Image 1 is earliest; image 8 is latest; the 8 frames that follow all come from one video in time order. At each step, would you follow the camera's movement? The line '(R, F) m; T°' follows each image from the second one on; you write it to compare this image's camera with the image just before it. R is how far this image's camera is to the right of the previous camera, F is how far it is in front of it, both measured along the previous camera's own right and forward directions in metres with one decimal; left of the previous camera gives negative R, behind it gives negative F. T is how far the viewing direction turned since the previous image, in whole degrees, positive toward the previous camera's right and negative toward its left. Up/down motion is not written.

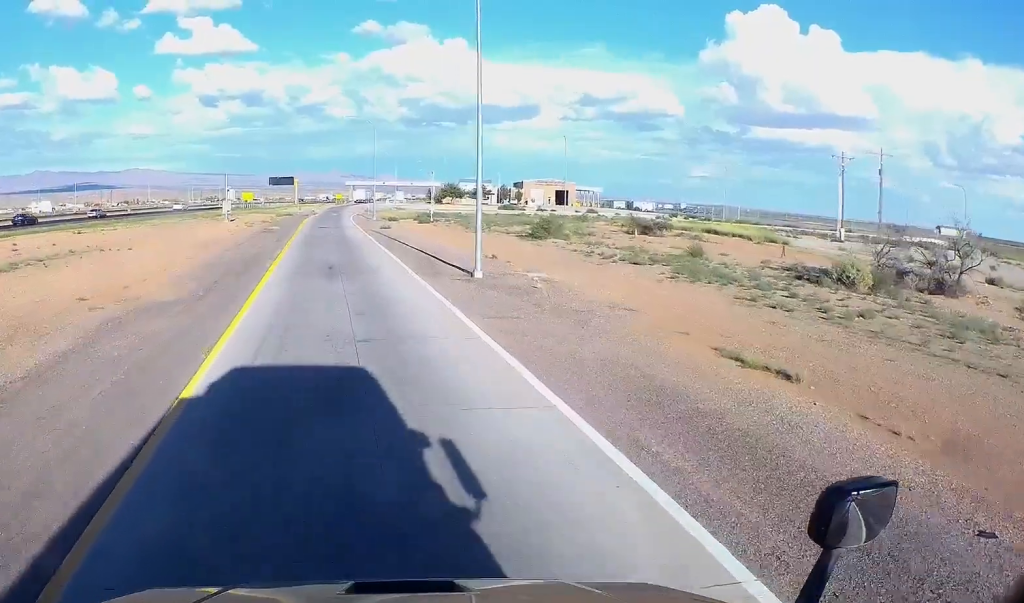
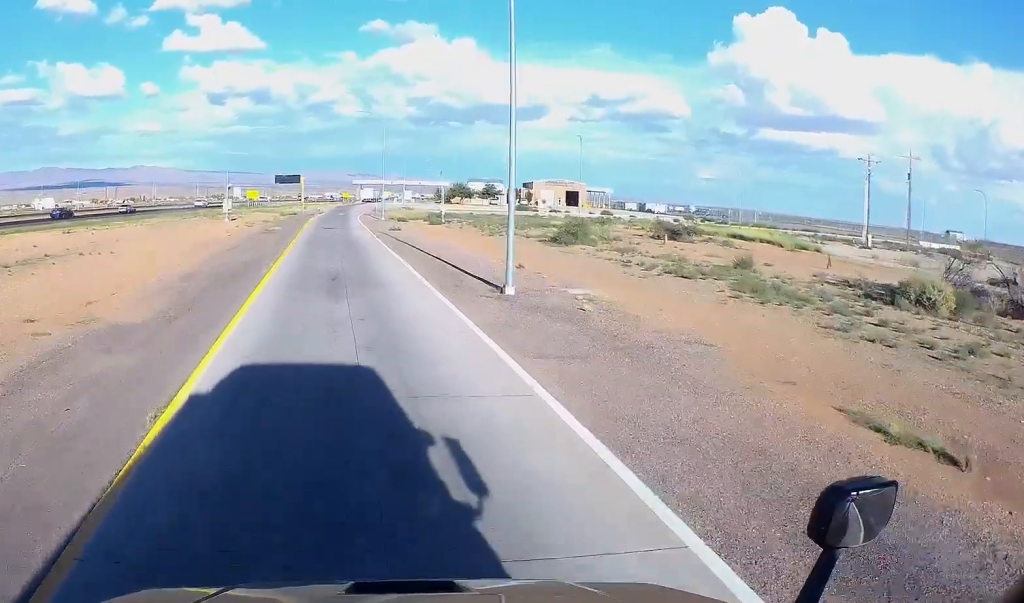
(0.0, +3.9) m; -1°
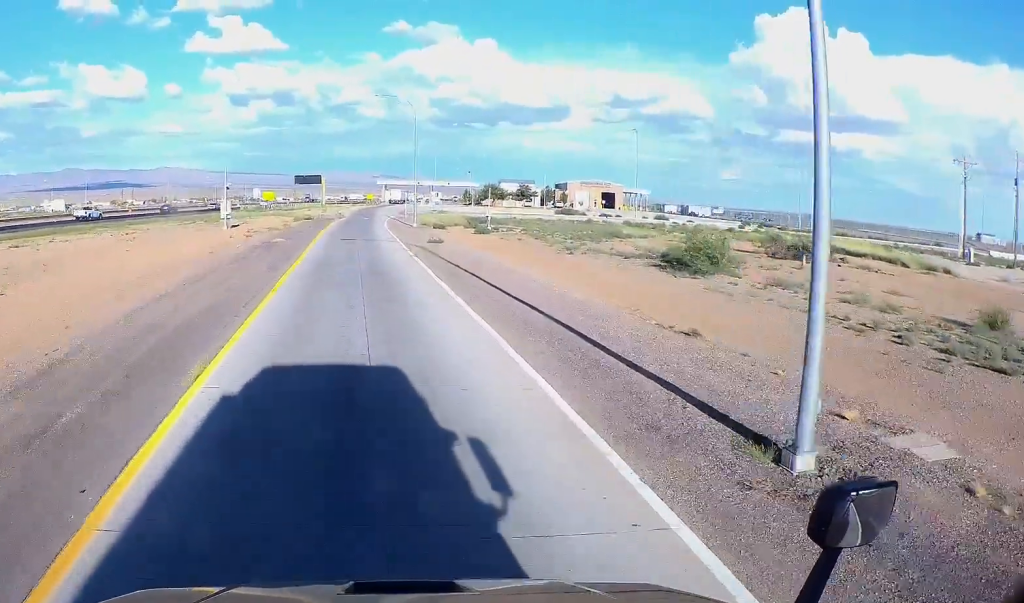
(-0.4, +13.4) m; -2°
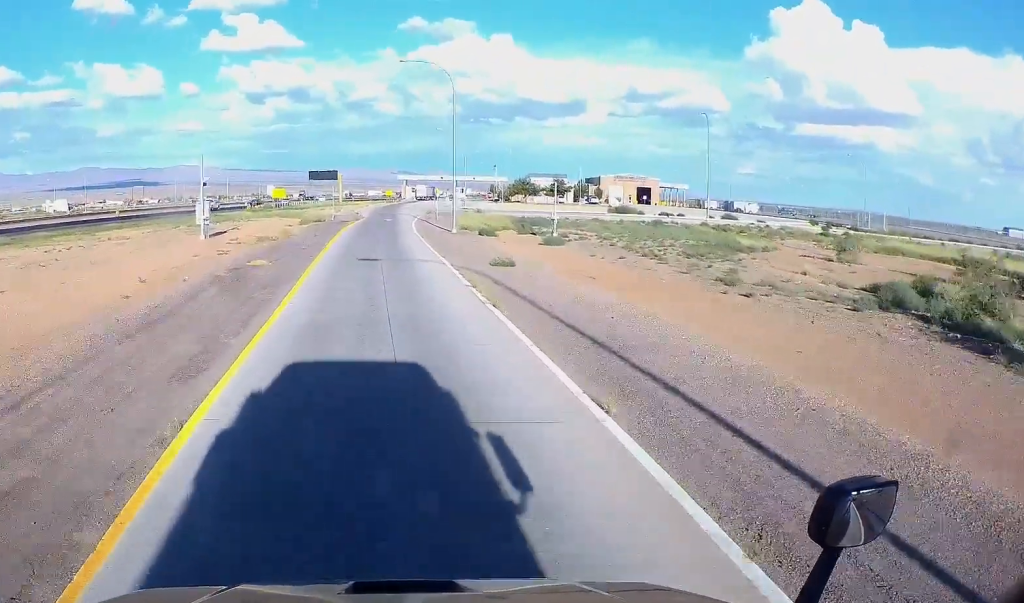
(0.0, +15.6) m; 0°
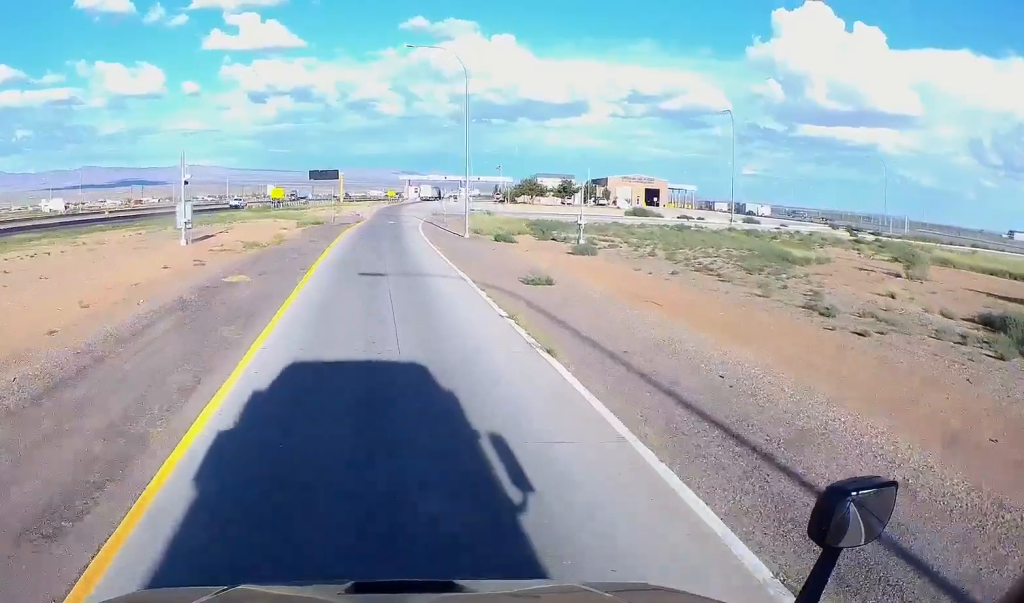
(0.0, +5.3) m; 0°
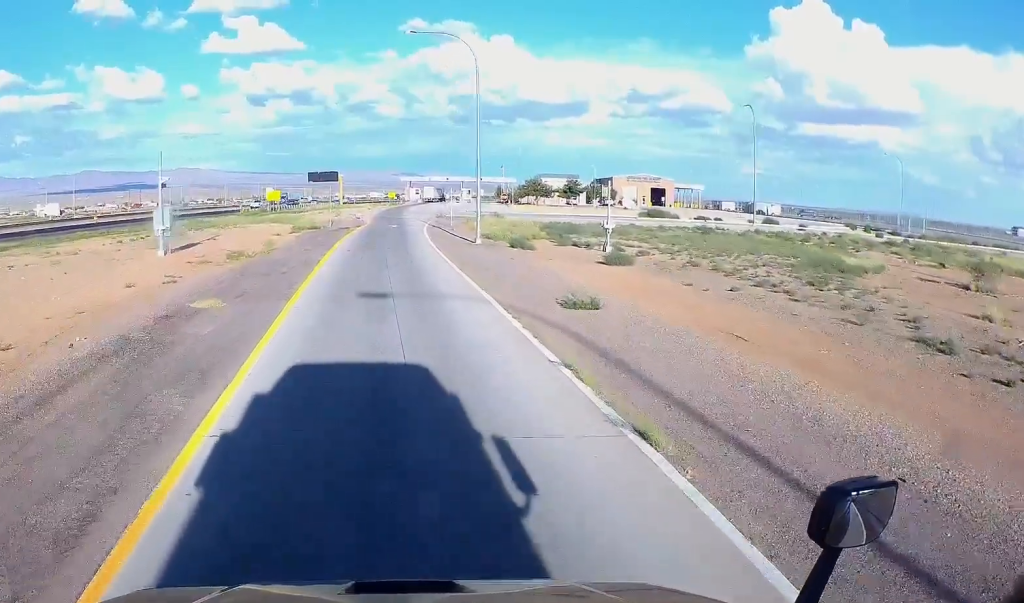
(0.0, +4.5) m; 0°
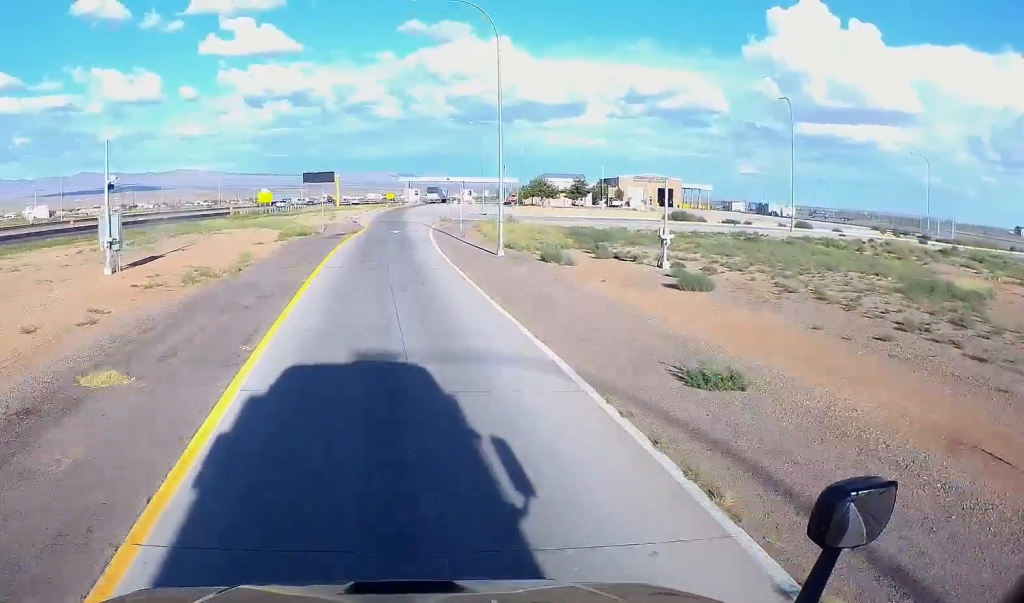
(0.0, +7.2) m; 0°
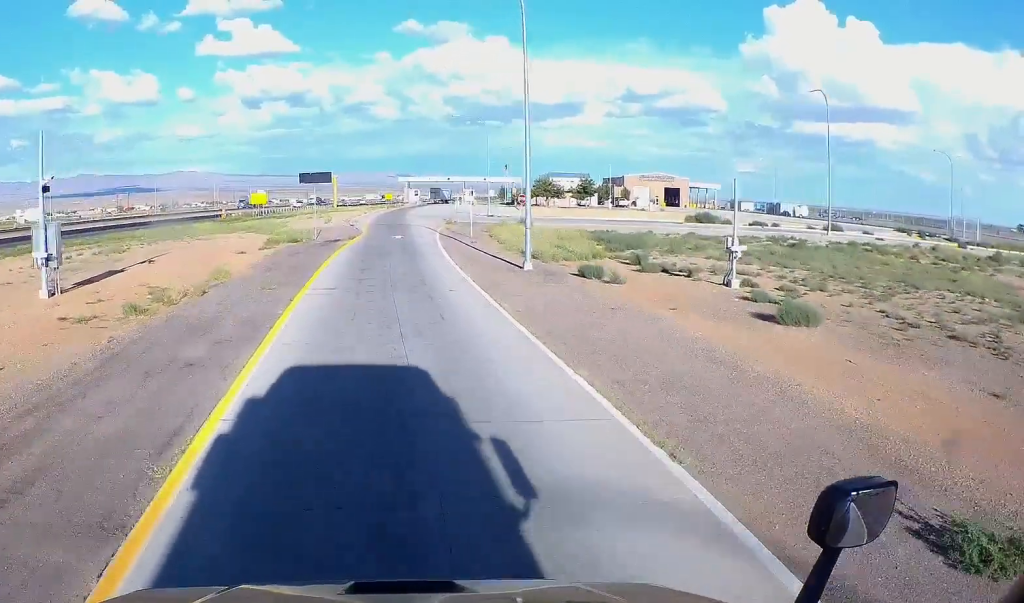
(0.0, +5.8) m; 0°
